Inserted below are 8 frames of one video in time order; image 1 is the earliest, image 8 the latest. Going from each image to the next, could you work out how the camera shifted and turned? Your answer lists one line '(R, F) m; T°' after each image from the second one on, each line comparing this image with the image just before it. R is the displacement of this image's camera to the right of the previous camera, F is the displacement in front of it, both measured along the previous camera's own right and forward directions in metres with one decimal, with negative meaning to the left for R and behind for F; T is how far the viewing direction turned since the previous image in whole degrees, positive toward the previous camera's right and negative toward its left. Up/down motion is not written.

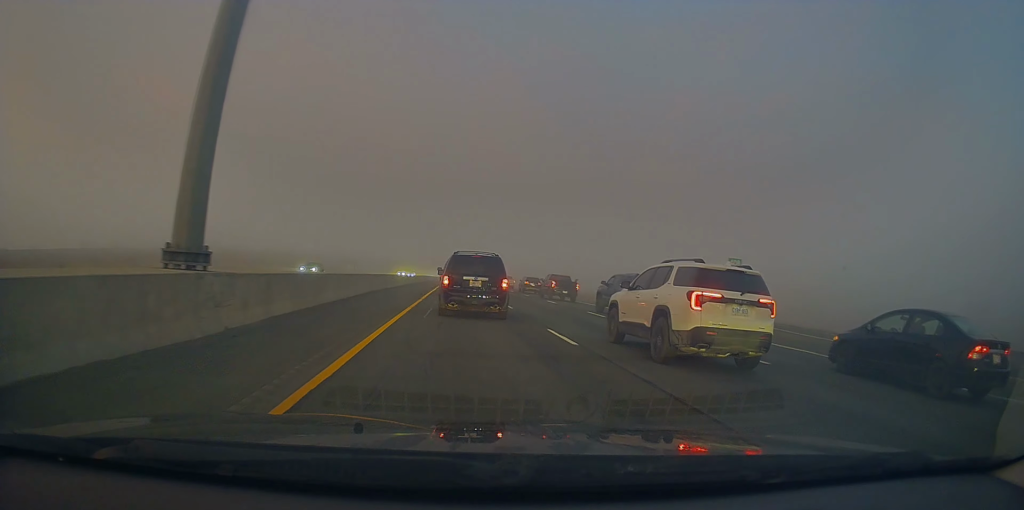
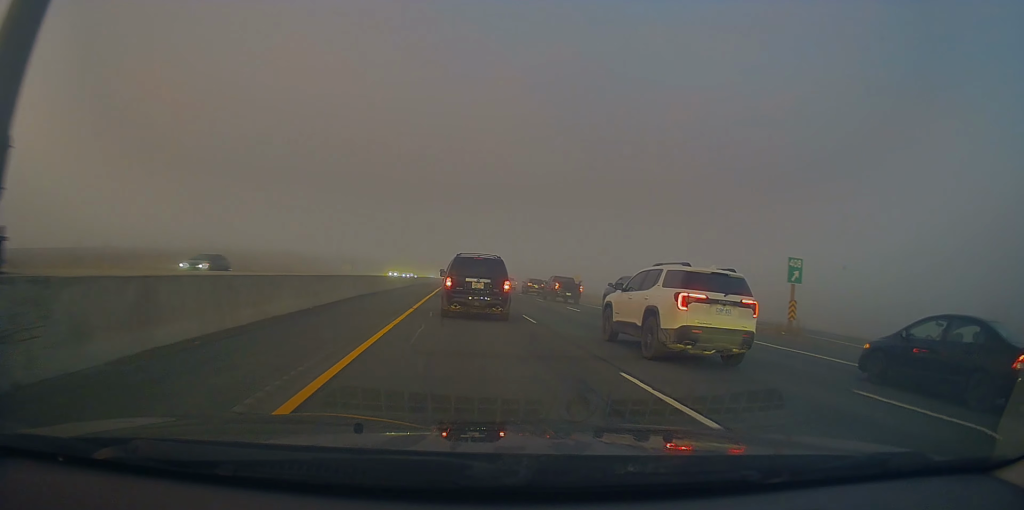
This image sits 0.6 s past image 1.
(+0.2, +5.7) m; -1°
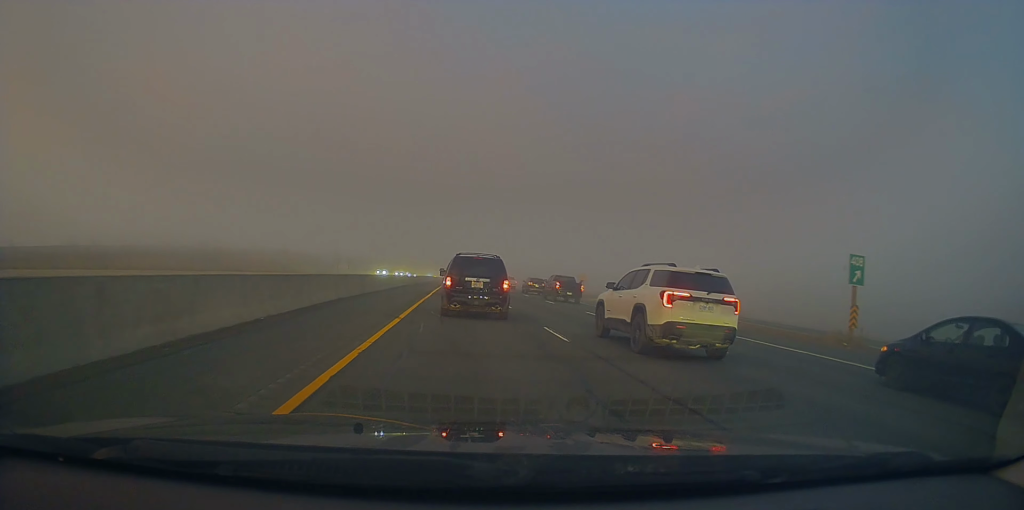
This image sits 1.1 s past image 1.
(-0.1, +4.4) m; -1°
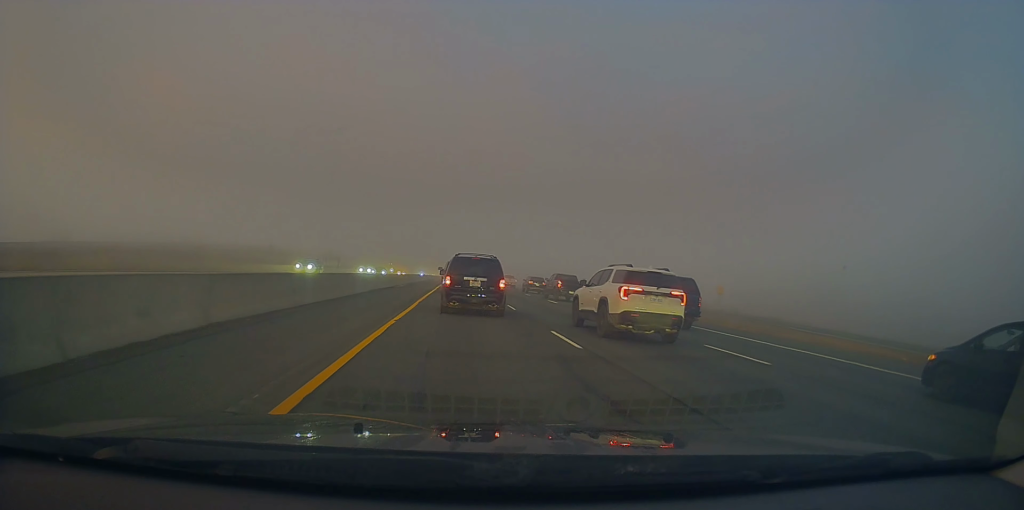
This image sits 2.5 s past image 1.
(-0.3, +12.8) m; 0°
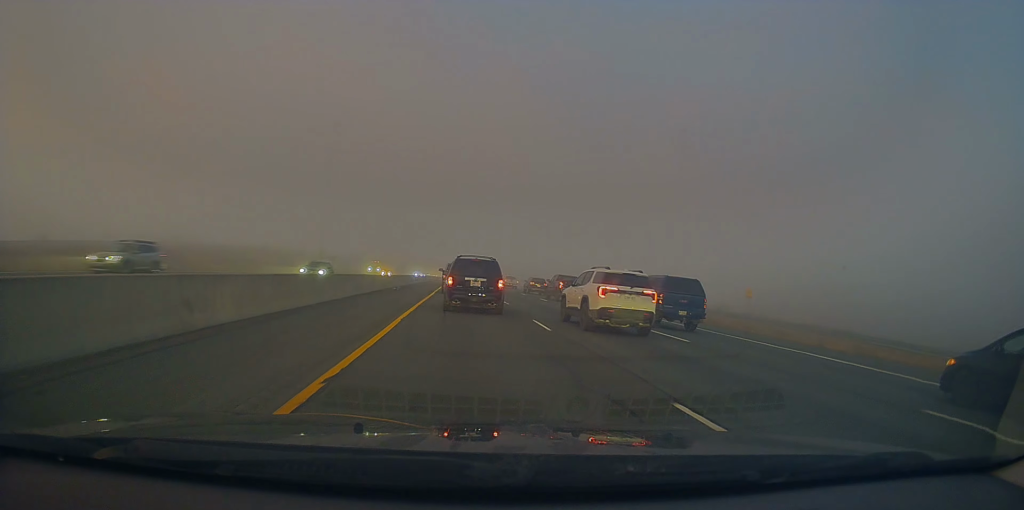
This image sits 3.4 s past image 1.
(+0.2, +7.8) m; +1°
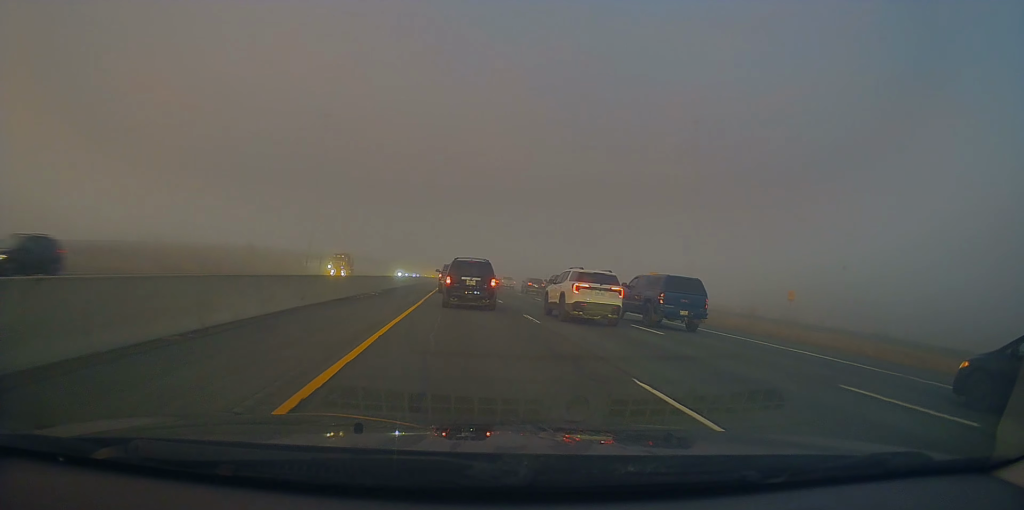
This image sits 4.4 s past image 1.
(-0.1, +10.3) m; -1°
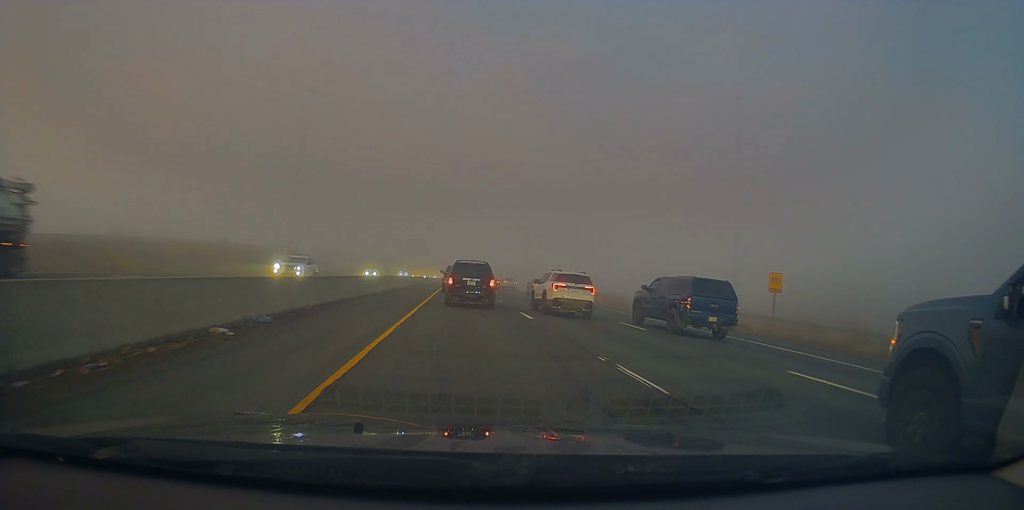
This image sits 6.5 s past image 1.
(-0.1, +22.9) m; +1°
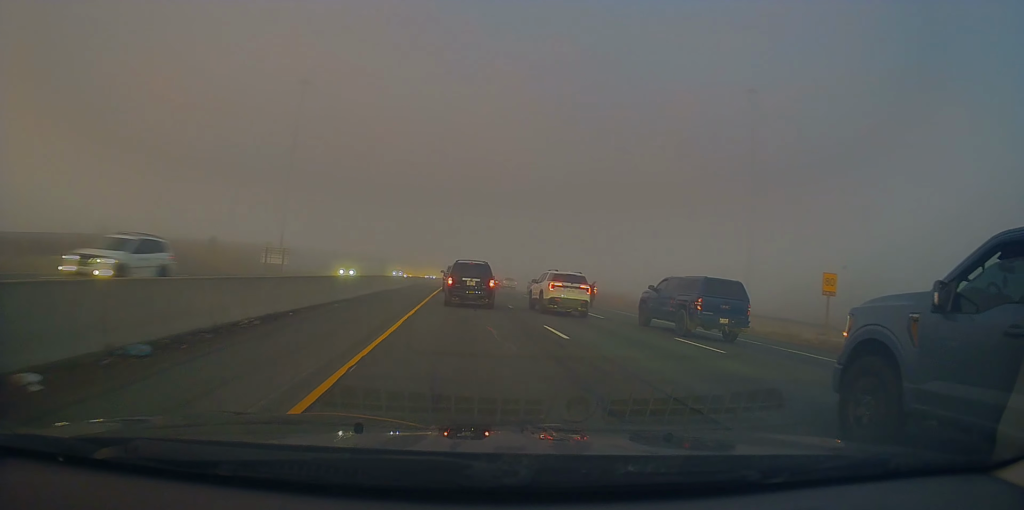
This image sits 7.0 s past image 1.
(0.0, +6.3) m; 0°
